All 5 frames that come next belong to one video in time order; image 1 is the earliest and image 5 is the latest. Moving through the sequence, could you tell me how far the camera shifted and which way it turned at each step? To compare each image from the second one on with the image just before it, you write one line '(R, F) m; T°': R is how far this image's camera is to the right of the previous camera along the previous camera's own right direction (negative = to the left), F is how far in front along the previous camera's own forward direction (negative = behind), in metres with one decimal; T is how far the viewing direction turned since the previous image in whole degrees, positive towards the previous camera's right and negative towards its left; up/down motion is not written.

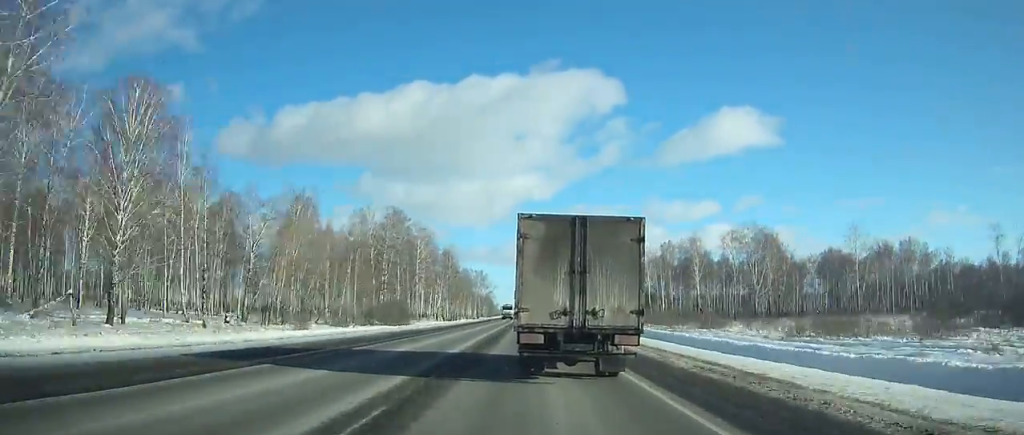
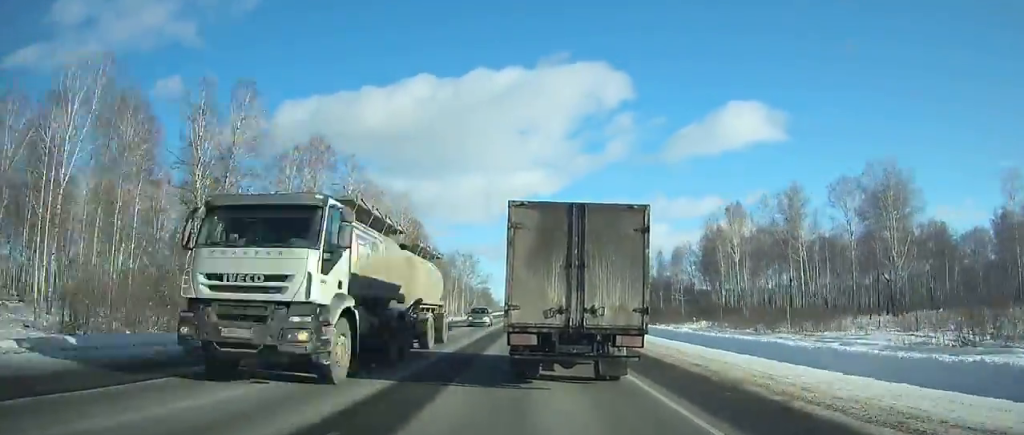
(-0.2, +63.4) m; -1°
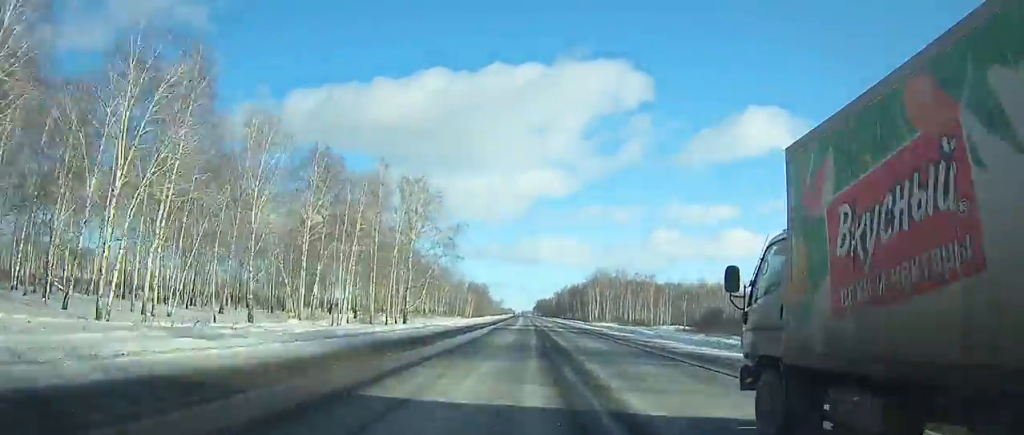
(-0.6, +115.5) m; 0°
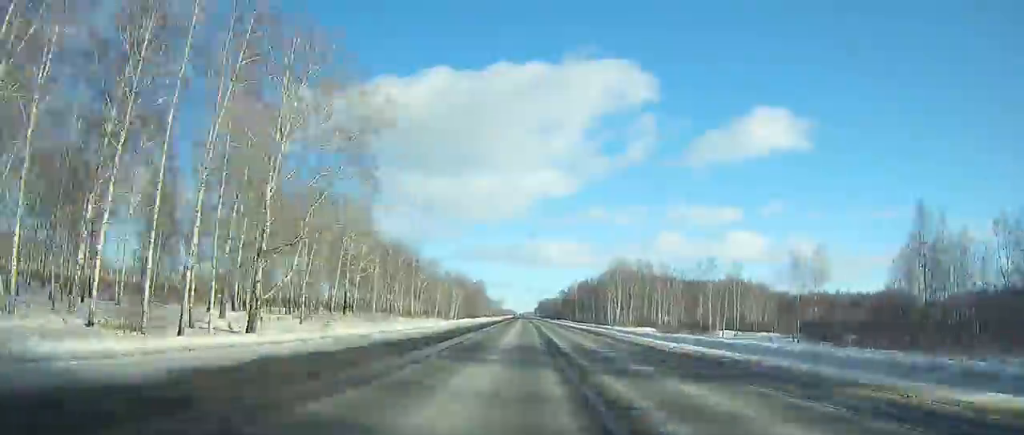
(+0.3, +44.4) m; +1°
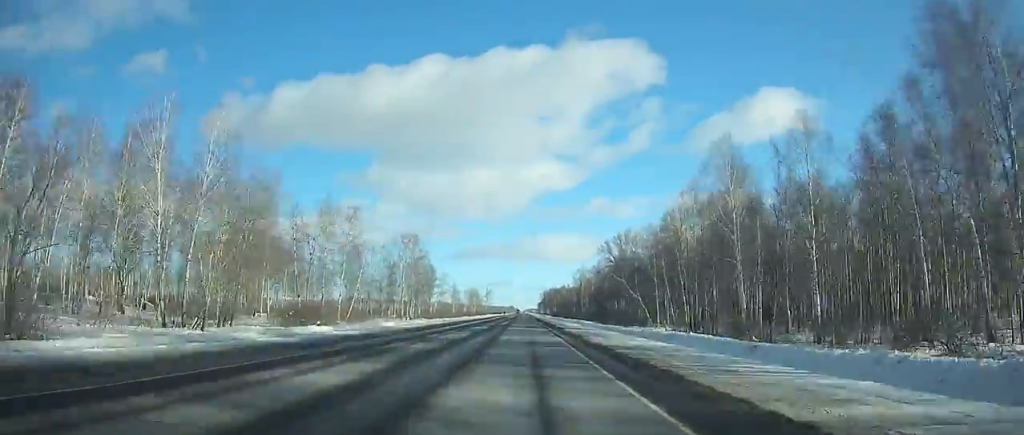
(0.0, +184.8) m; -1°
